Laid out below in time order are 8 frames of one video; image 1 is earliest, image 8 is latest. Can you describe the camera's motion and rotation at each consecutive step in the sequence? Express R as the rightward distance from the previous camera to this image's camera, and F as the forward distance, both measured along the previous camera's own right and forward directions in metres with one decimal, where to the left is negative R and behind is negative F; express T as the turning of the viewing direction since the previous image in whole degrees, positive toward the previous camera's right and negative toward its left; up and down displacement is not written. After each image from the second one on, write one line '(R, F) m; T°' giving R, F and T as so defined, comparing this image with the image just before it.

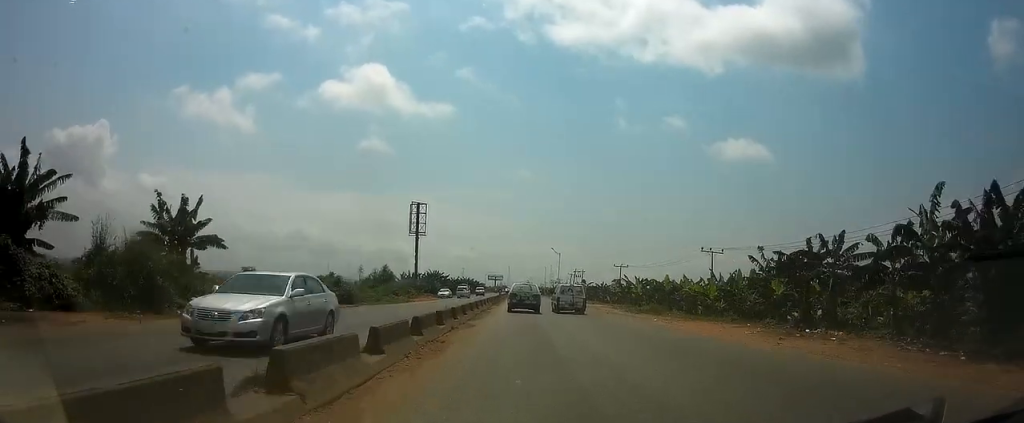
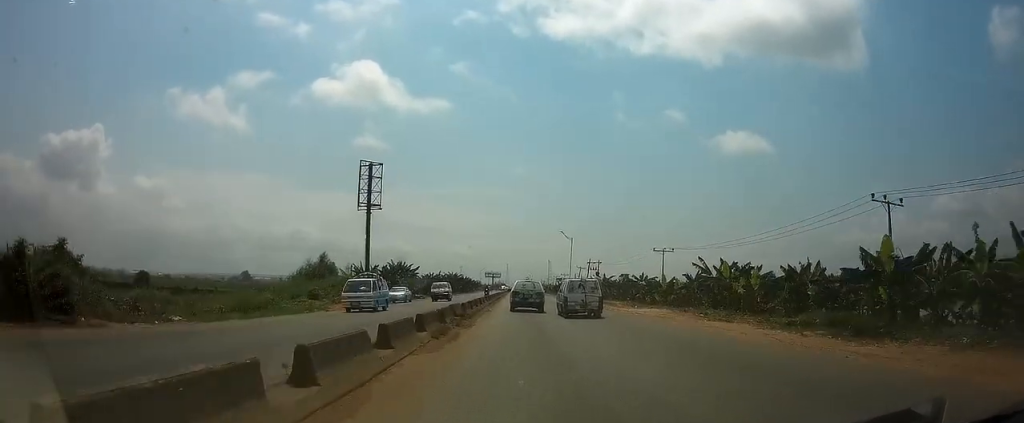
(0.0, +31.8) m; 0°
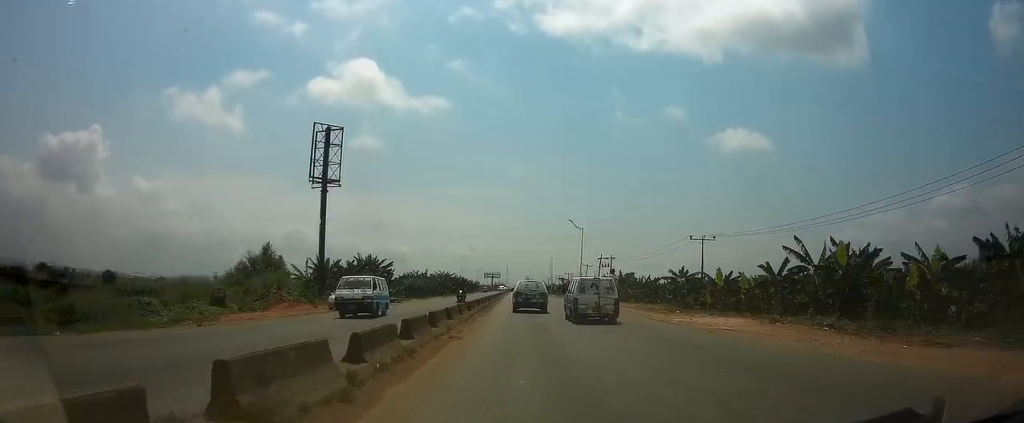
(+0.1, +16.2) m; 0°
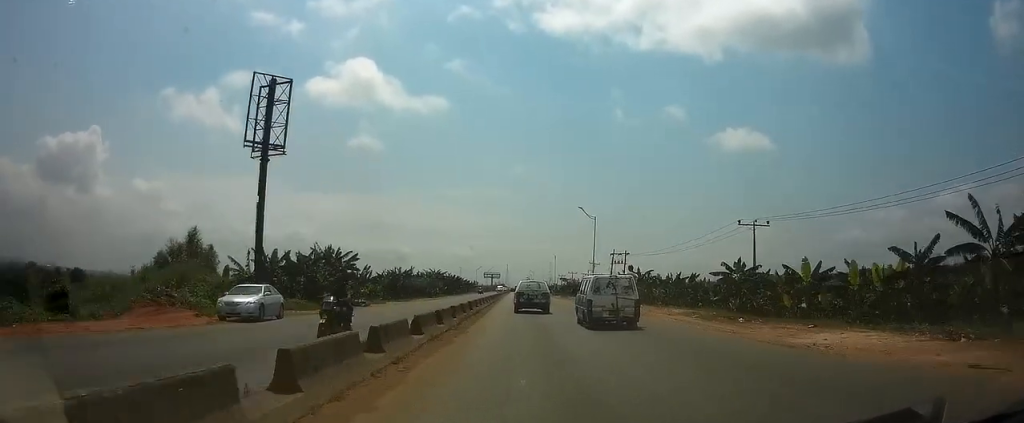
(0.0, +13.6) m; 0°
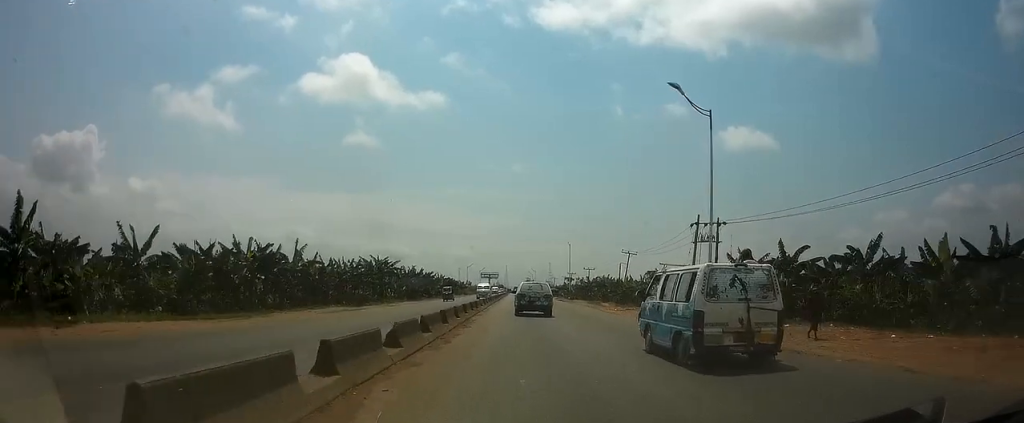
(-0.1, +42.3) m; 0°
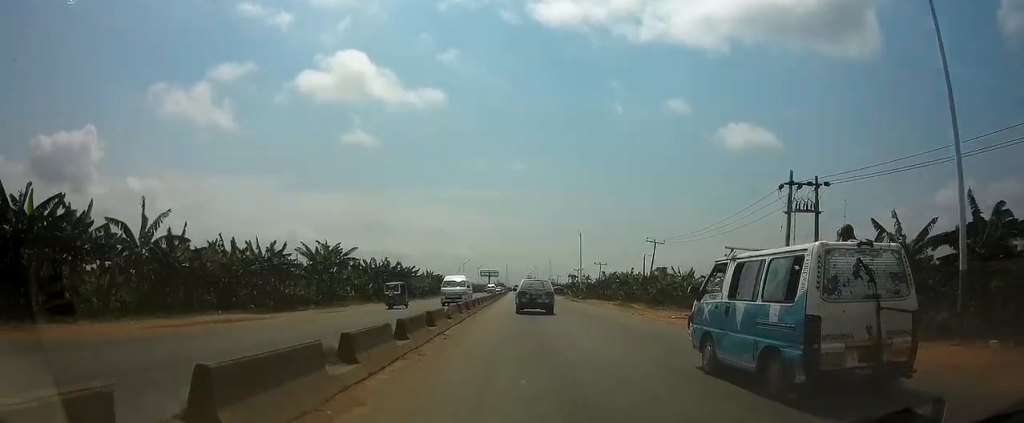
(0.0, +17.6) m; 0°
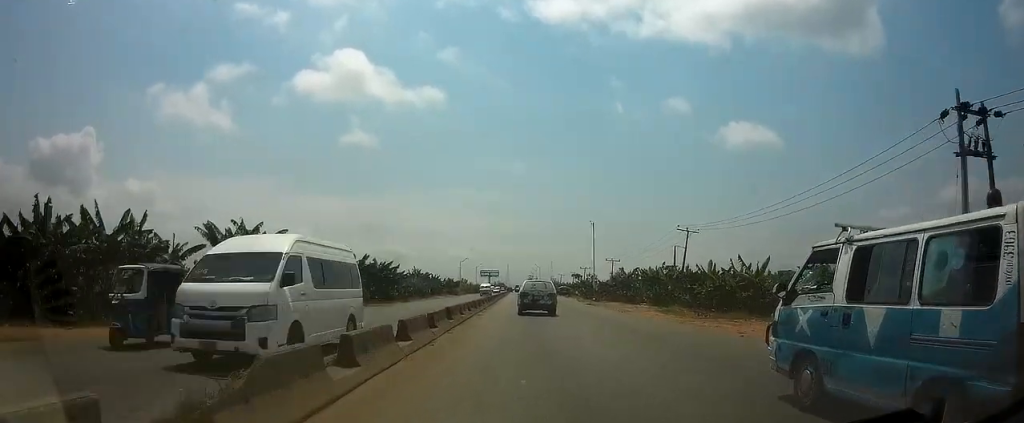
(0.0, +14.4) m; 0°
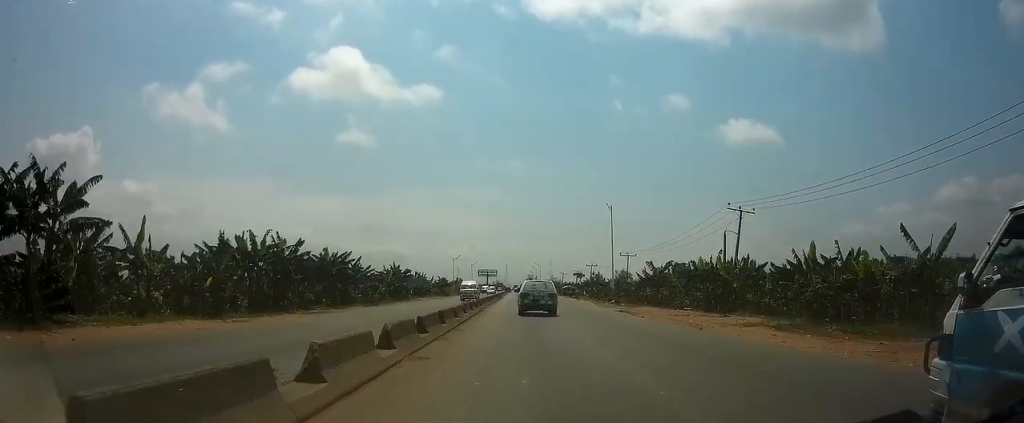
(-0.1, +15.8) m; 0°
